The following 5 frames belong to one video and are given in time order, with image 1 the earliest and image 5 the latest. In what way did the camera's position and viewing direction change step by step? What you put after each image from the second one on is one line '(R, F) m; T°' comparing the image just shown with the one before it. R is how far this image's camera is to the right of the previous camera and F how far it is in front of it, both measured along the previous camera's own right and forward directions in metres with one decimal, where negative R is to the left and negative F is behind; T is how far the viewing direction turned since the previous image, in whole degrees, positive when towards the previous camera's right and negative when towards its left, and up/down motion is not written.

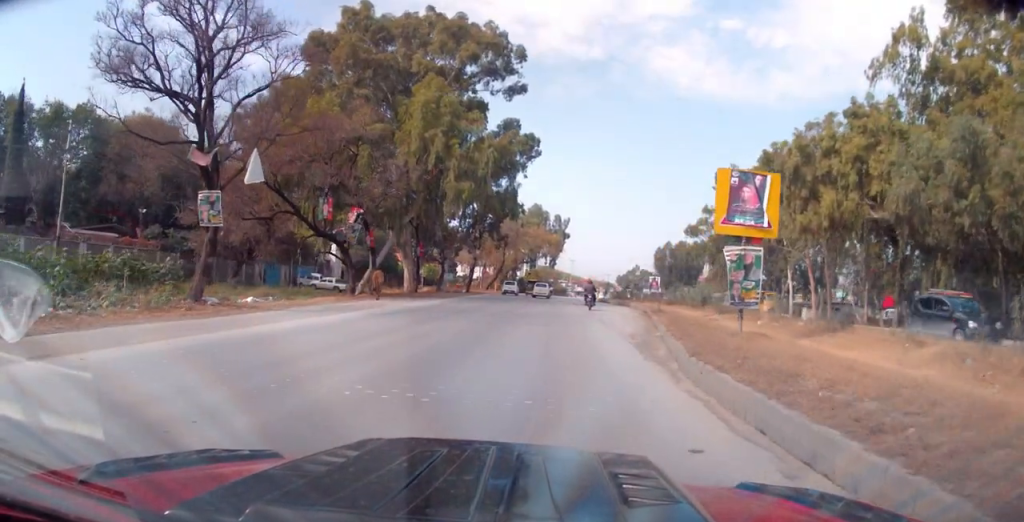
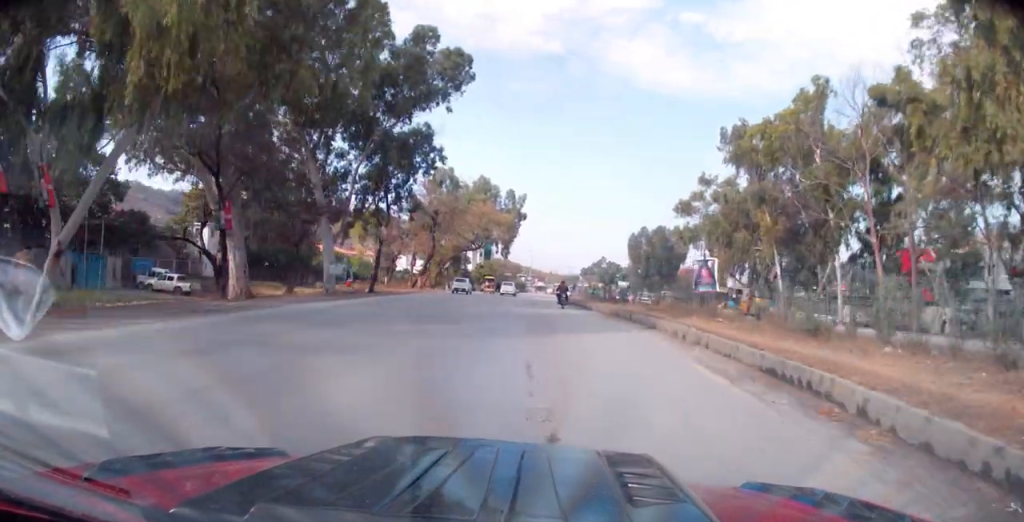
(+0.1, +25.3) m; +3°
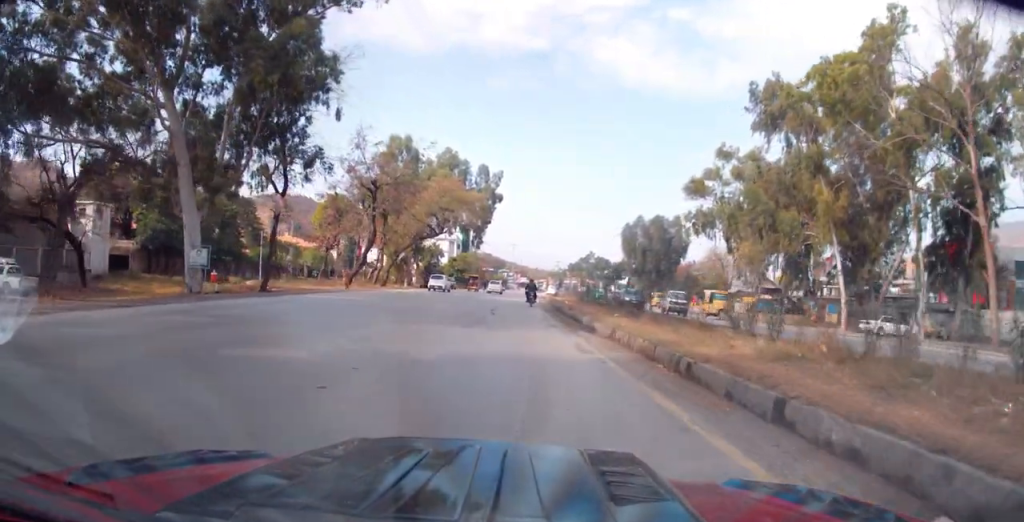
(+0.2, +16.6) m; +1°
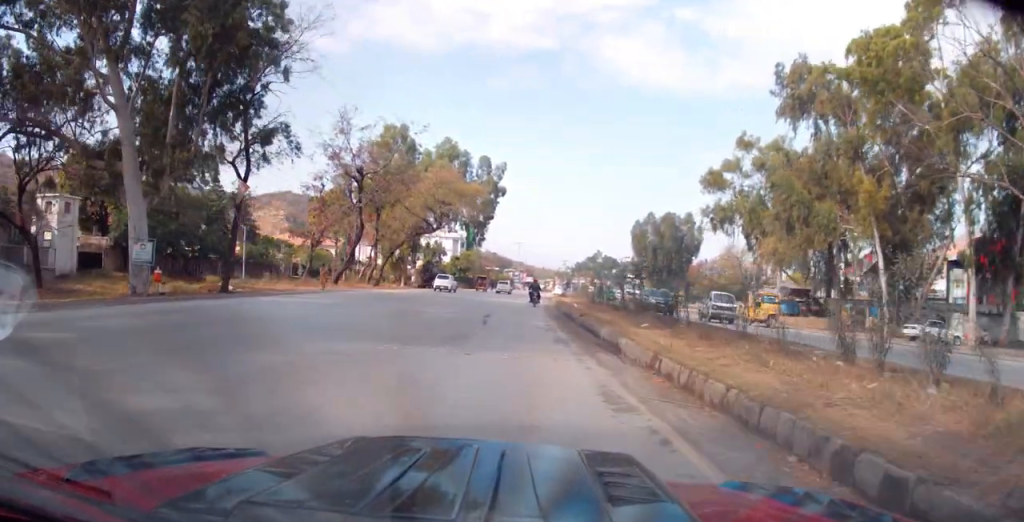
(+0.1, +5.2) m; 0°
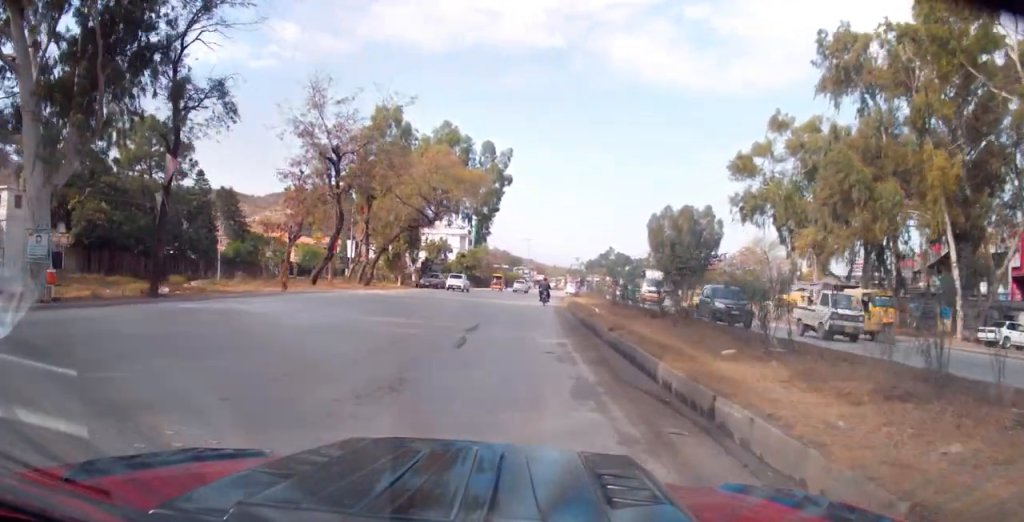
(0.0, +6.9) m; -1°
